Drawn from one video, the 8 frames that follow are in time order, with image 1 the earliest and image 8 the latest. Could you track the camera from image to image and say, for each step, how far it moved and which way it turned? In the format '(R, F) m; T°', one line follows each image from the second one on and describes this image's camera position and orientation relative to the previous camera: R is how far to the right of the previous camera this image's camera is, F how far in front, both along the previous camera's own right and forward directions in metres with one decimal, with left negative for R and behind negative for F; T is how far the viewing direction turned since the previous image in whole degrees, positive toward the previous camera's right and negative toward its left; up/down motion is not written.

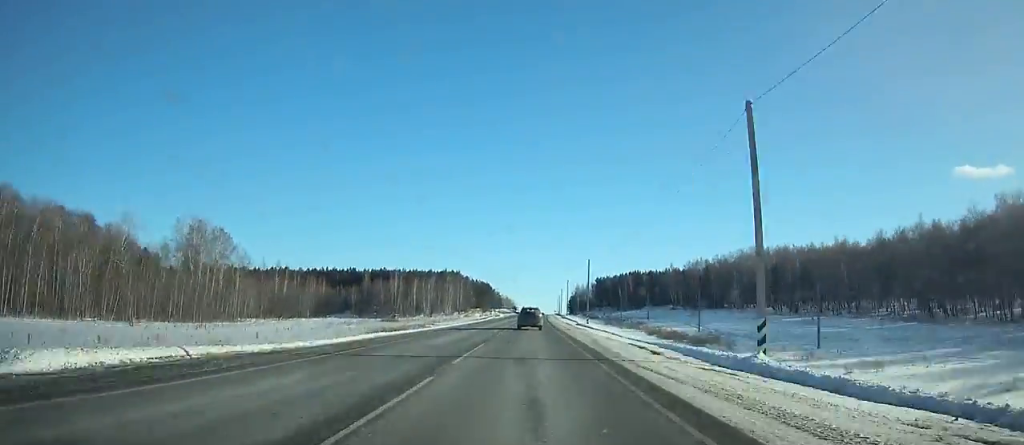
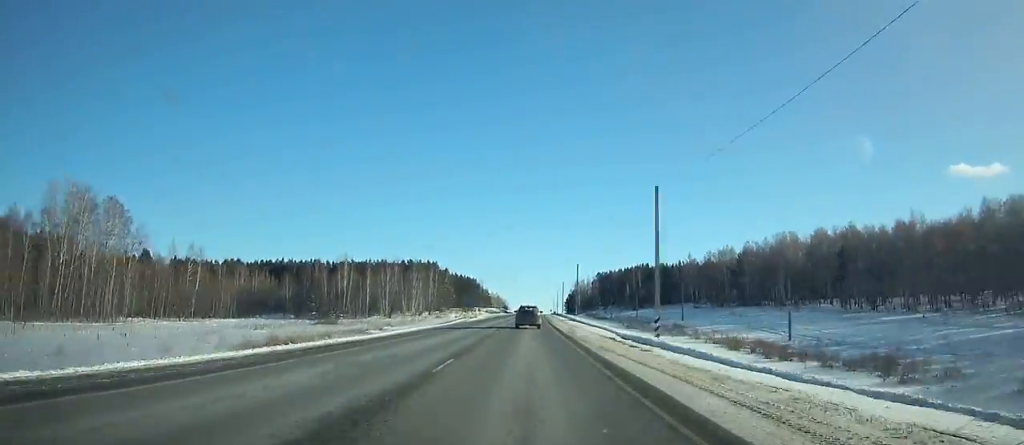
(+0.3, +45.0) m; +1°
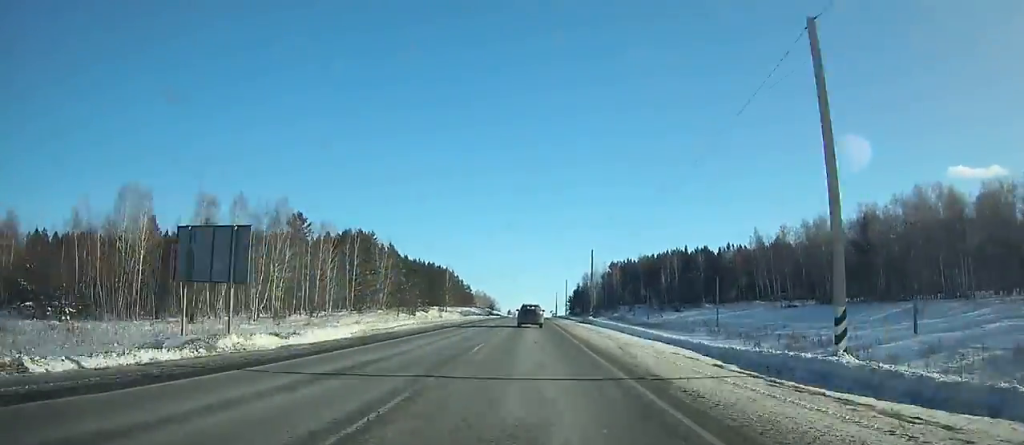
(+0.6, +78.9) m; +1°
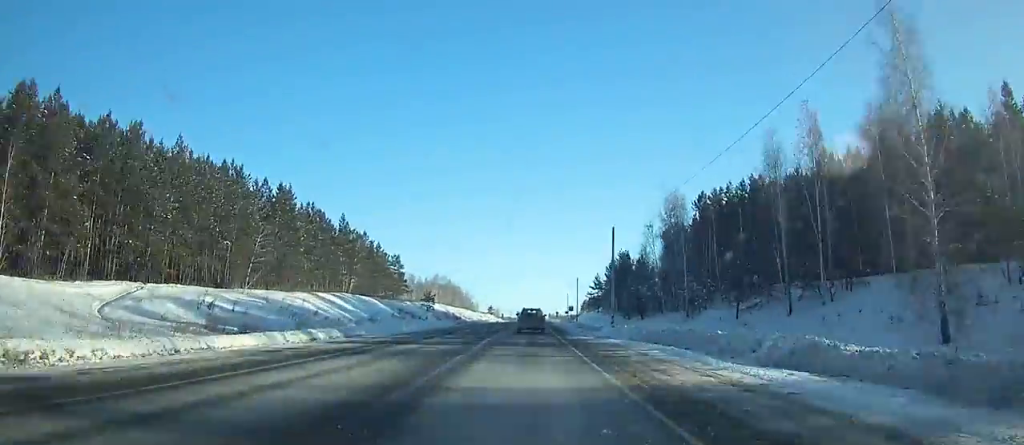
(+1.5, +150.1) m; +1°
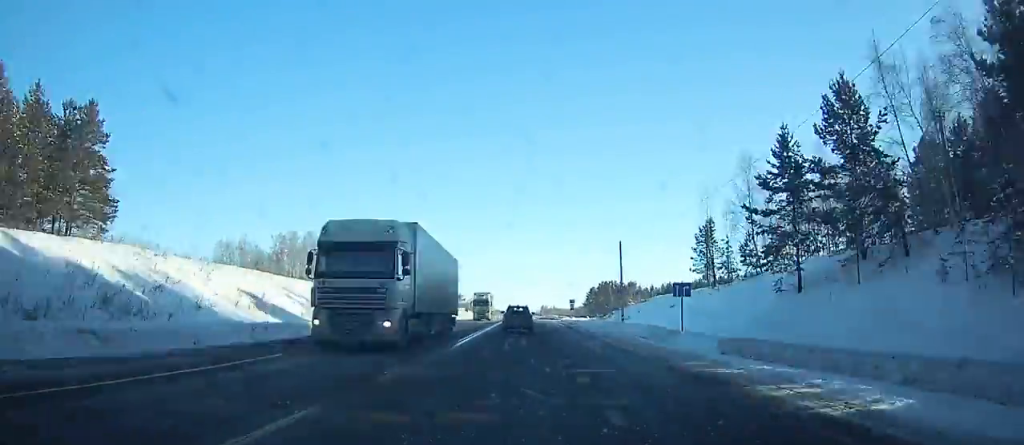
(+0.5, +107.1) m; 0°
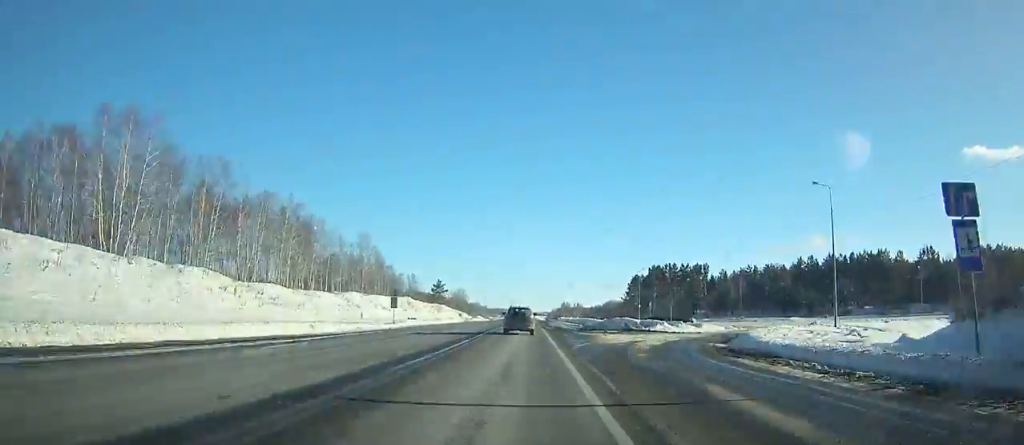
(+0.1, +85.9) m; 0°
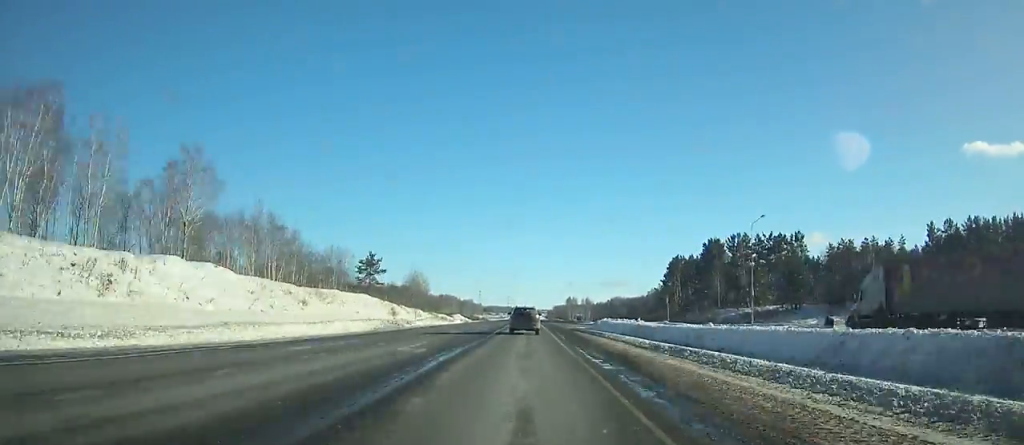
(-0.2, +62.2) m; 0°
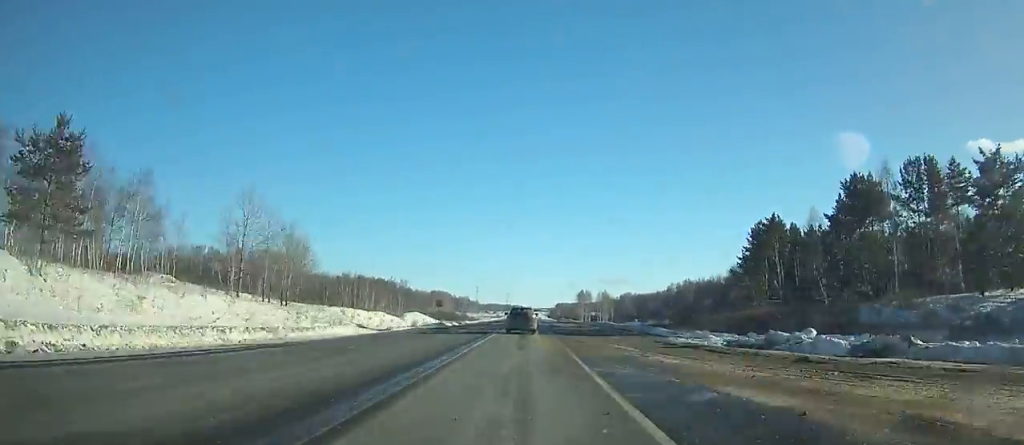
(-0.2, +60.7) m; 0°
